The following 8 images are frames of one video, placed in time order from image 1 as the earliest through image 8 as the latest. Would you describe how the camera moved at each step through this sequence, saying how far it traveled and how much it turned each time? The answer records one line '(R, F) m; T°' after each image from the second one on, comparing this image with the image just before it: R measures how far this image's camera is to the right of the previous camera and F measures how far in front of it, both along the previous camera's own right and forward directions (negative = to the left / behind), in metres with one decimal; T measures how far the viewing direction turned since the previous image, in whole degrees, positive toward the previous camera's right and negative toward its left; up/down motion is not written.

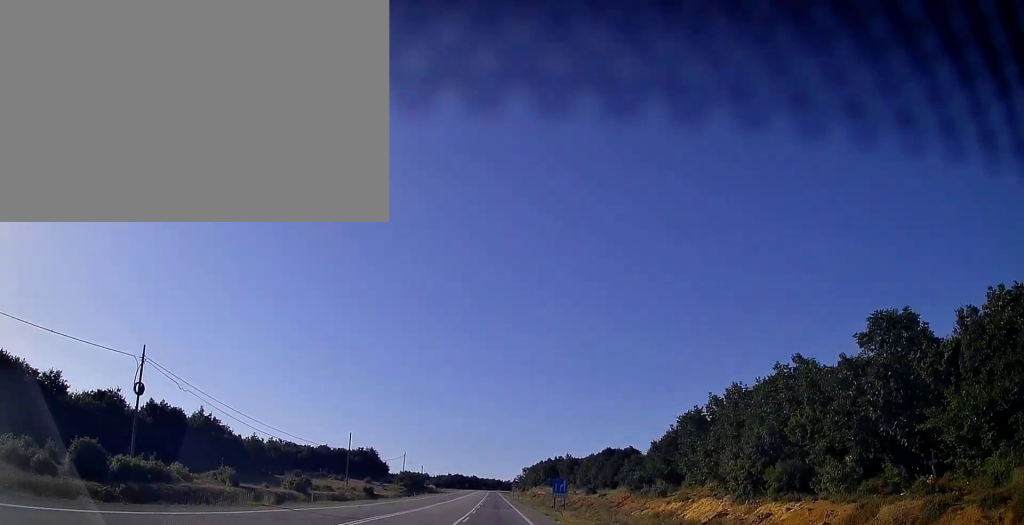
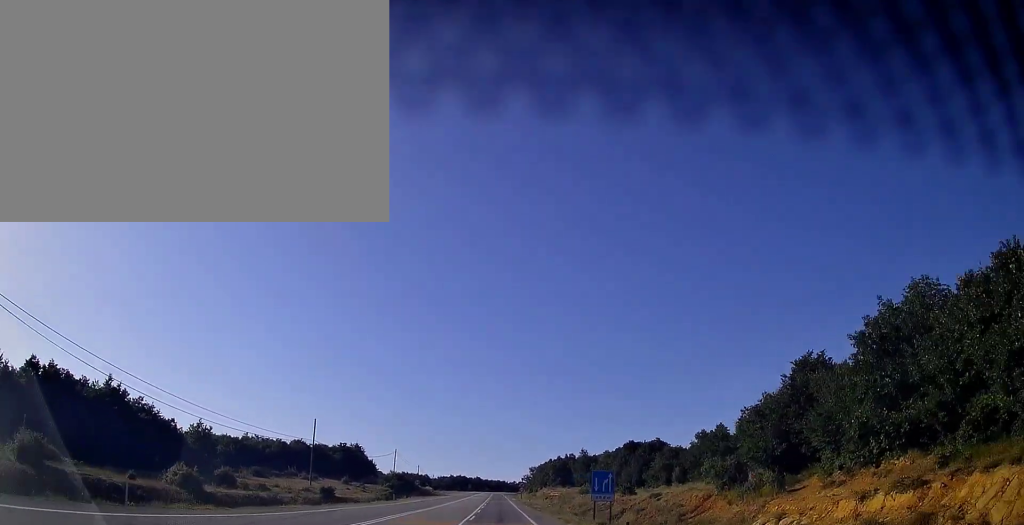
(0.0, +19.2) m; -1°
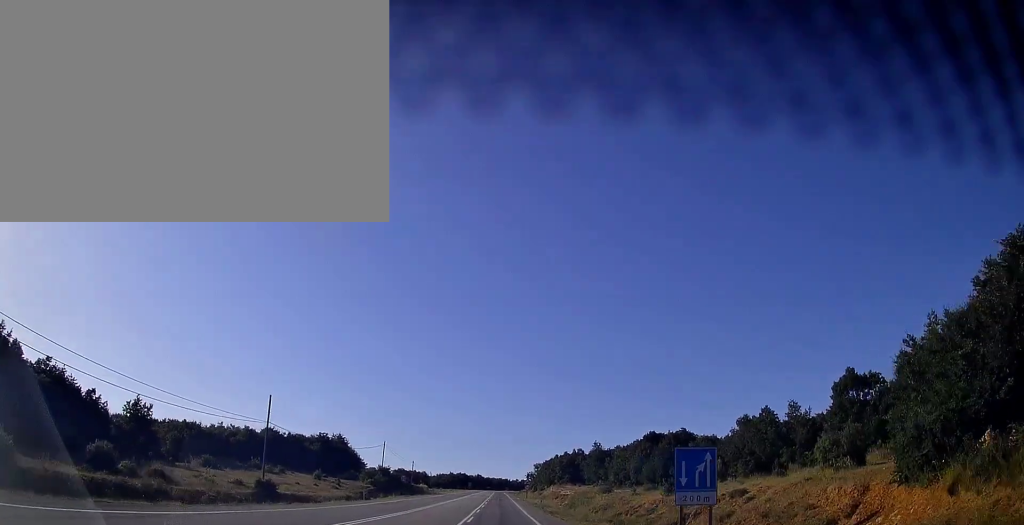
(-0.1, +14.9) m; 0°
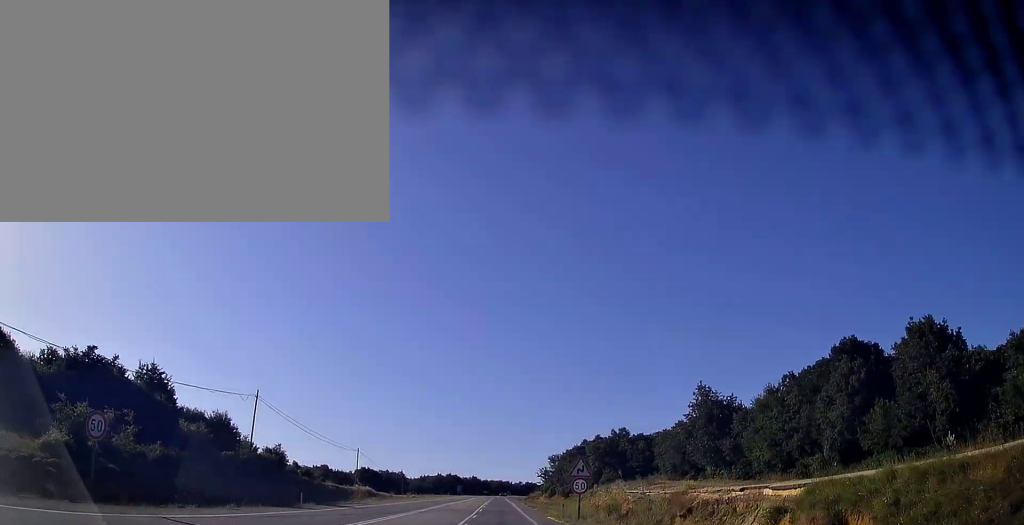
(-0.2, +61.3) m; 0°
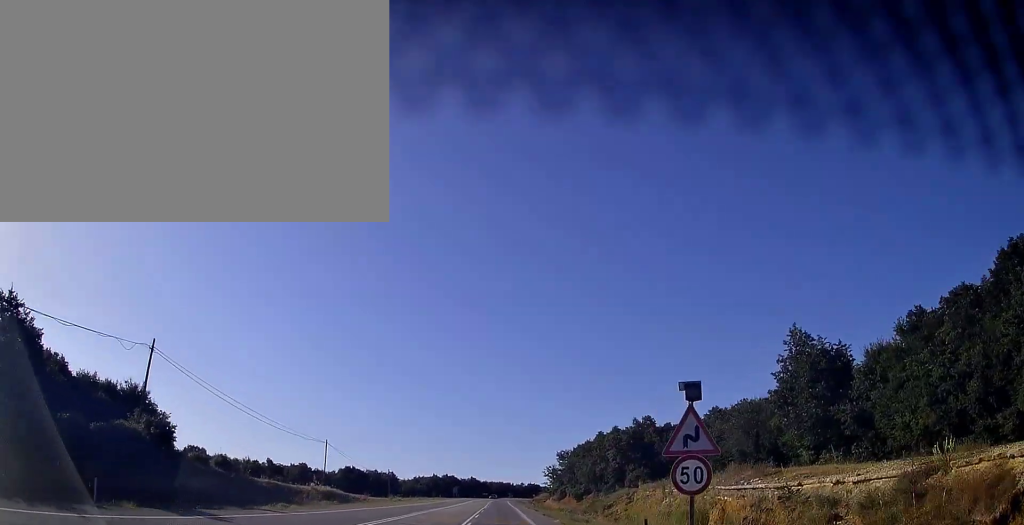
(0.0, +18.4) m; 0°
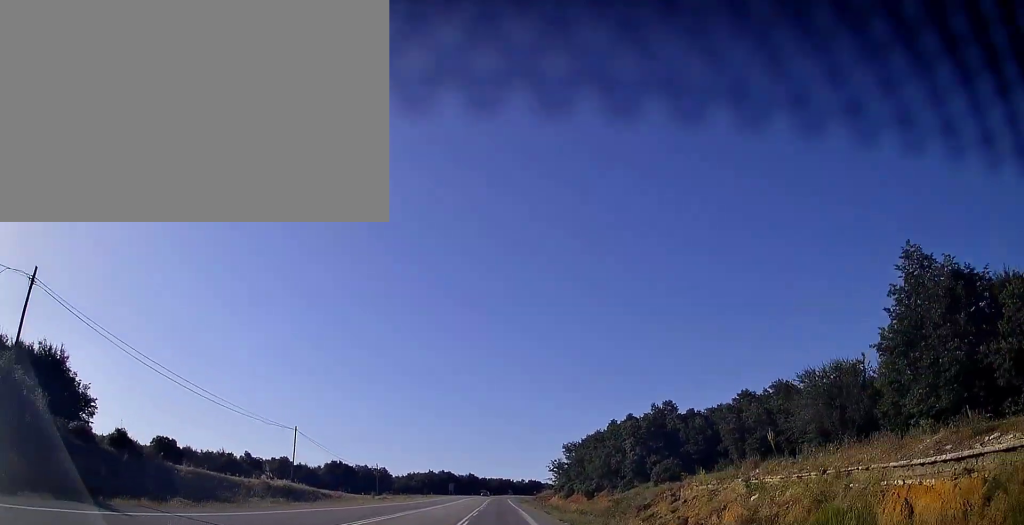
(+0.1, +12.3) m; 0°
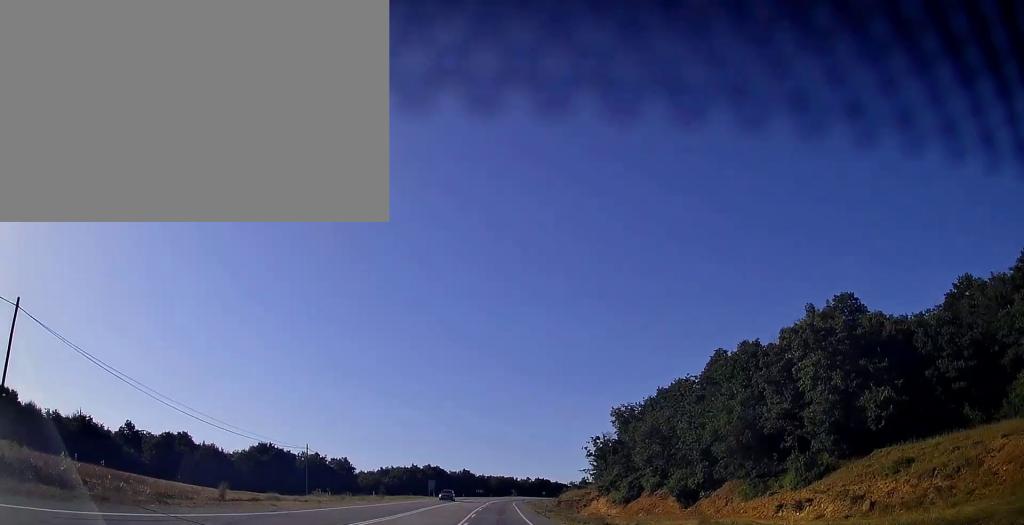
(-0.1, +44.5) m; 0°
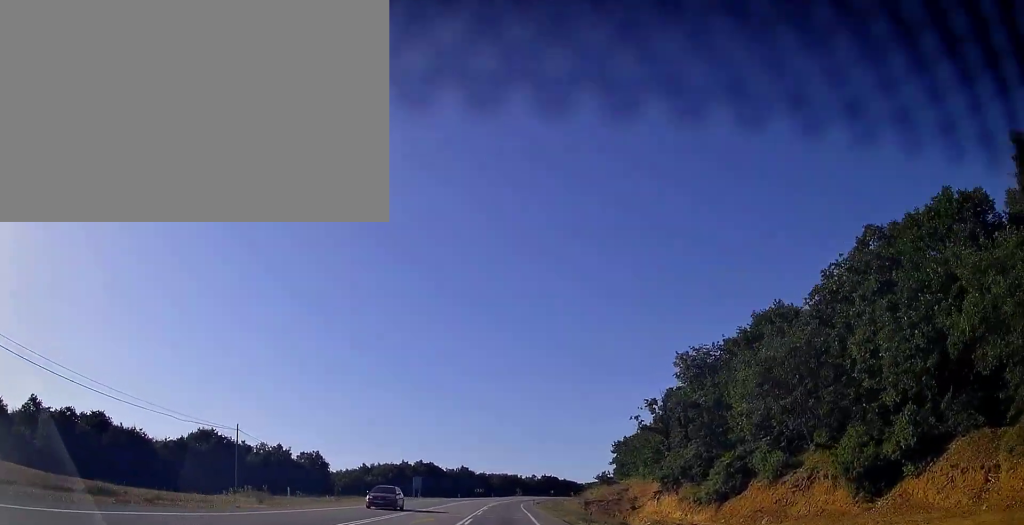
(0.0, +21.7) m; 0°
